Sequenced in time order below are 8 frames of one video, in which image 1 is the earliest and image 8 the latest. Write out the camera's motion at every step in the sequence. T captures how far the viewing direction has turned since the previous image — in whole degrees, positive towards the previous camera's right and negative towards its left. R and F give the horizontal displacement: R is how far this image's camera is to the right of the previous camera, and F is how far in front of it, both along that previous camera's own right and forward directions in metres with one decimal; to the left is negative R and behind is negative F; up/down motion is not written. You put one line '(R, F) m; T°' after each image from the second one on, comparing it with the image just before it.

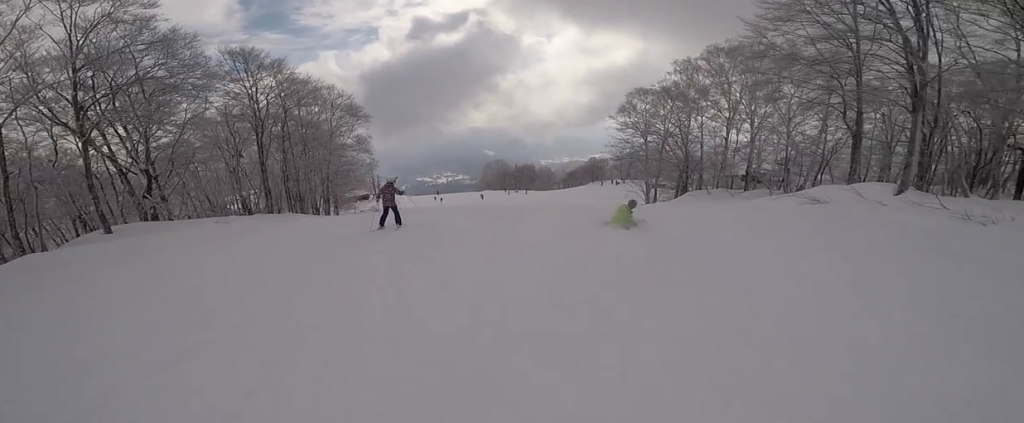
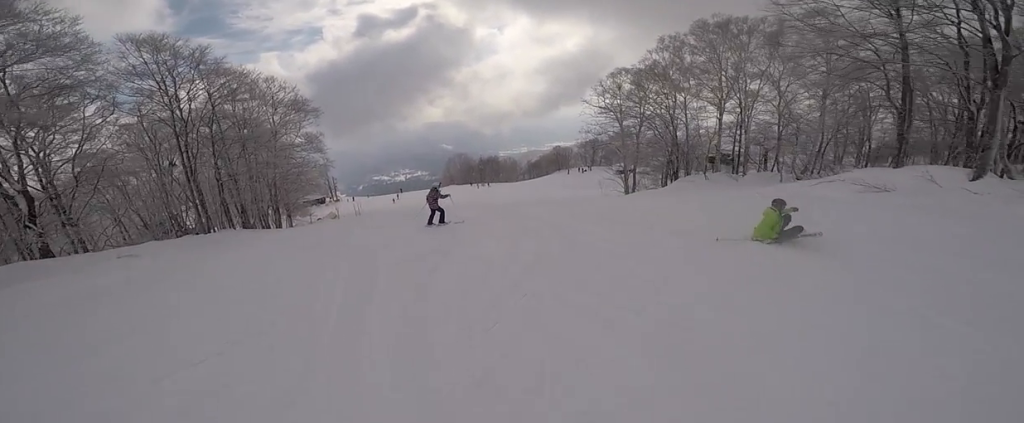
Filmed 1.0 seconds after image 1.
(+0.2, +5.2) m; +12°
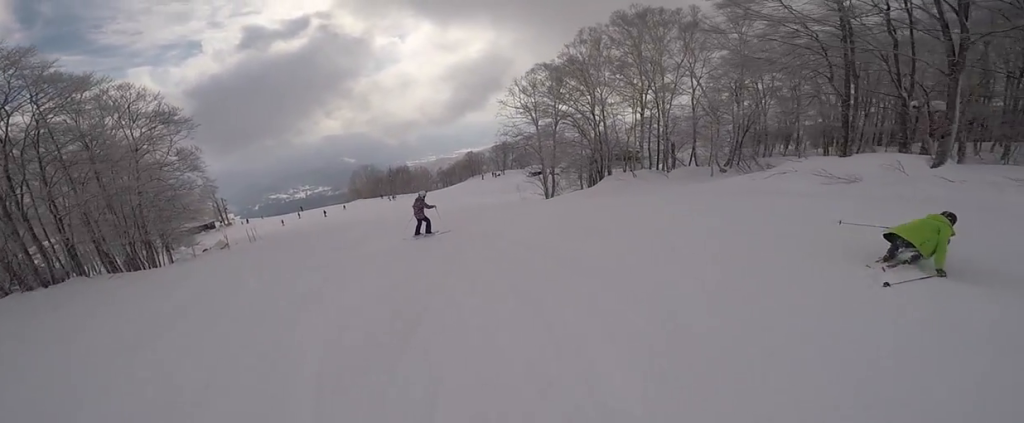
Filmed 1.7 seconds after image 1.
(+0.2, +3.8) m; +13°
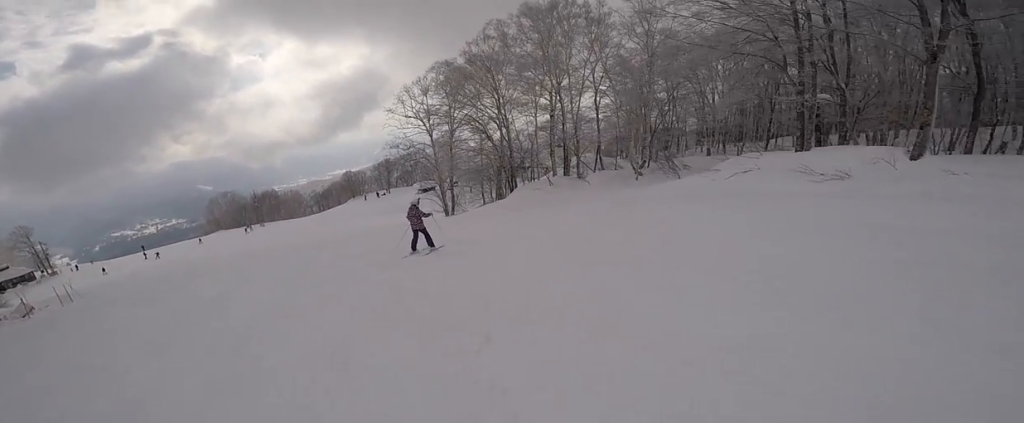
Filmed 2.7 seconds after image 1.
(+0.9, +5.9) m; +19°
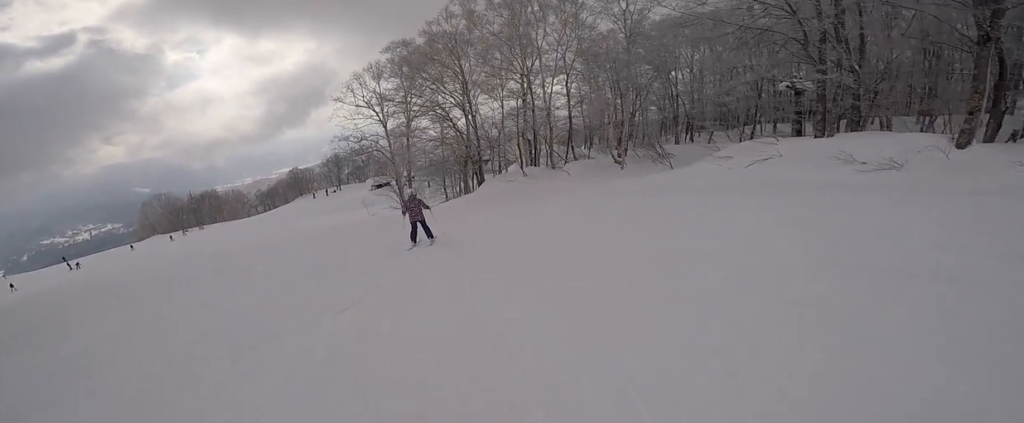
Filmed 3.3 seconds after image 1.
(+0.7, +3.8) m; 0°
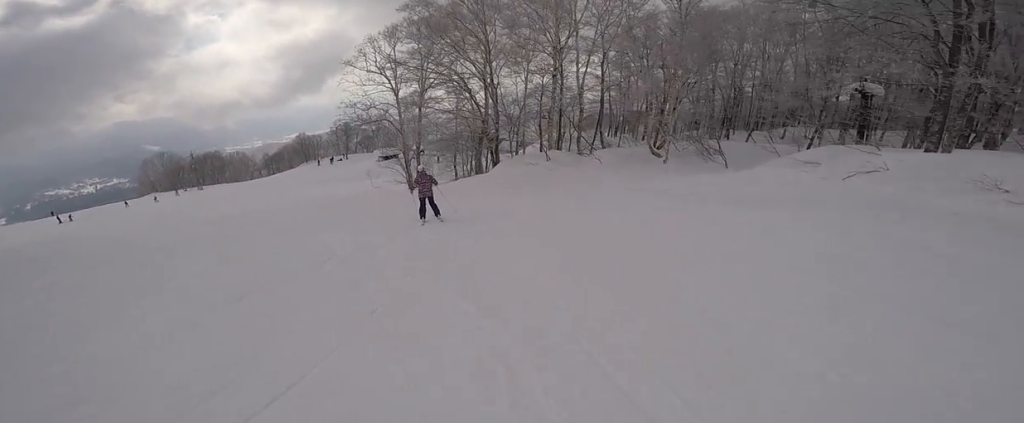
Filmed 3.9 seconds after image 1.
(+0.3, +3.6) m; -2°
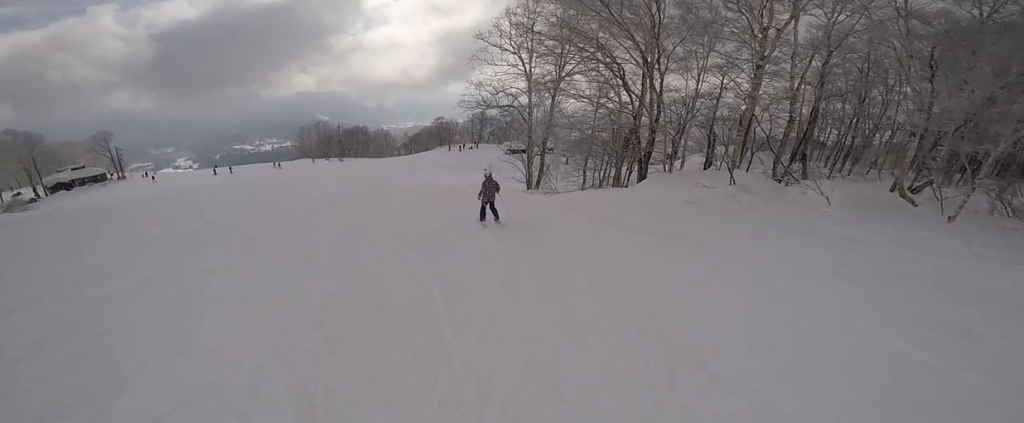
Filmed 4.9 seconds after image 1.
(-1.2, +7.4) m; -14°
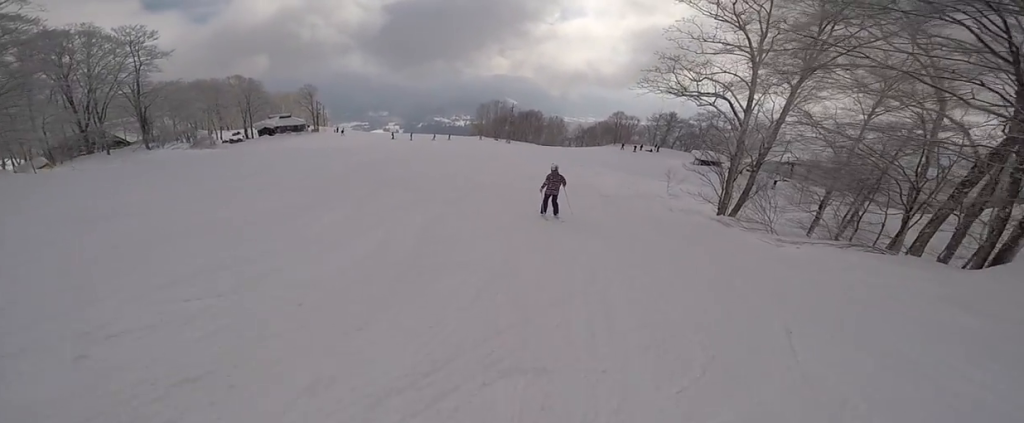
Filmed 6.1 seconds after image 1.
(-1.2, +9.0) m; -13°
